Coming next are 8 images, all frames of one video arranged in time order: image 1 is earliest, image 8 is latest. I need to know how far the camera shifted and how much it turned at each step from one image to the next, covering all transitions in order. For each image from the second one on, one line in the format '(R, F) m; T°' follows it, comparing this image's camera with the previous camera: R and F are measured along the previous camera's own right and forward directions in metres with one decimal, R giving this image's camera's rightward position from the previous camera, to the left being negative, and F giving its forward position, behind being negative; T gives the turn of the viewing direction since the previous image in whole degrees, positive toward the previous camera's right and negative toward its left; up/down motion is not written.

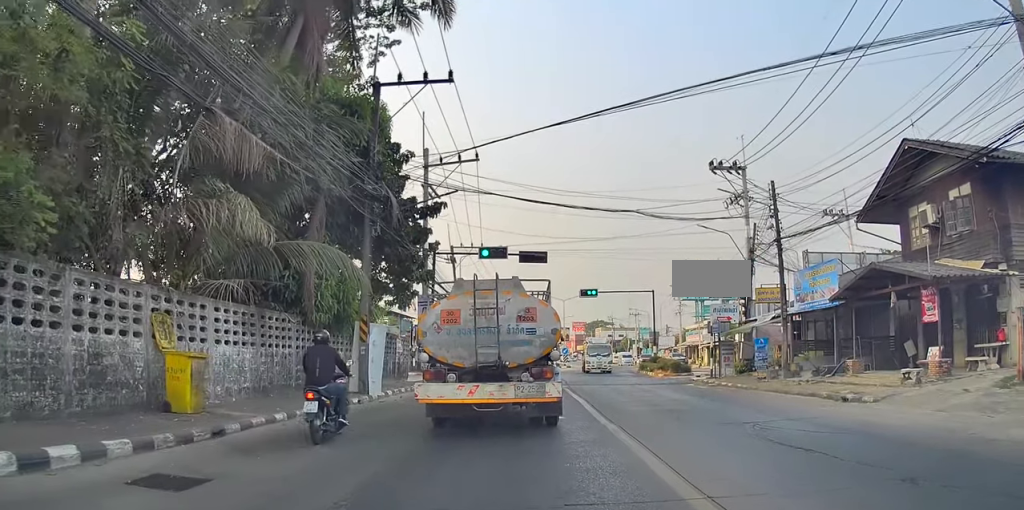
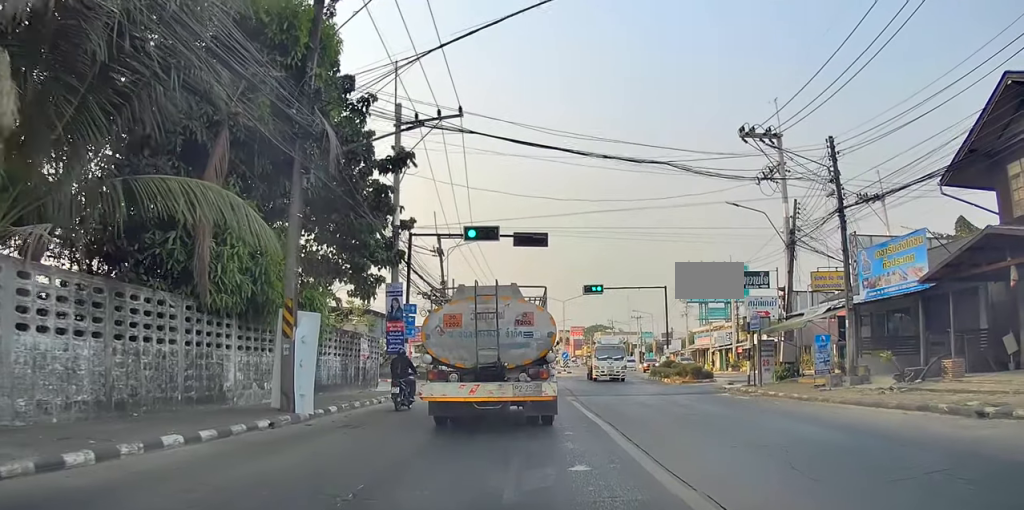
(+0.6, +3.7) m; 0°
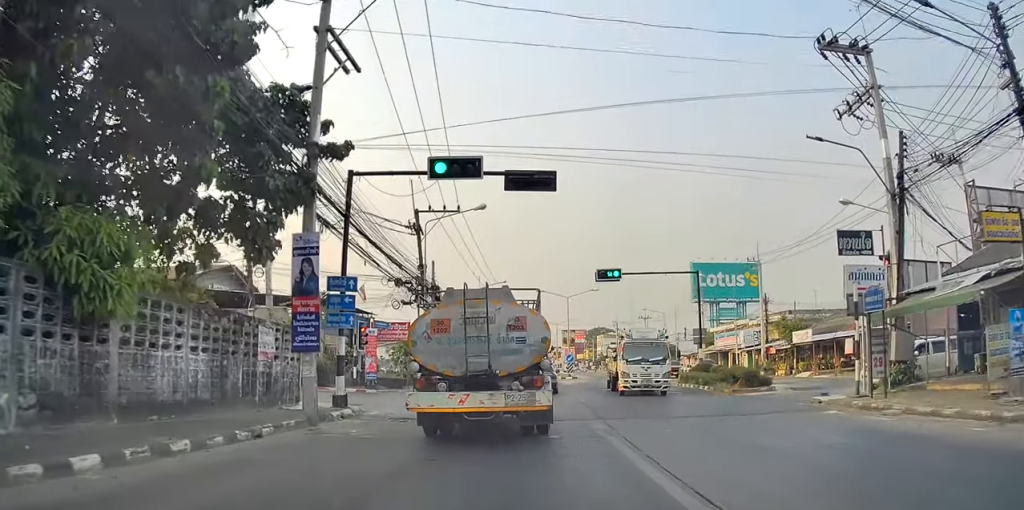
(0.0, +5.7) m; +6°
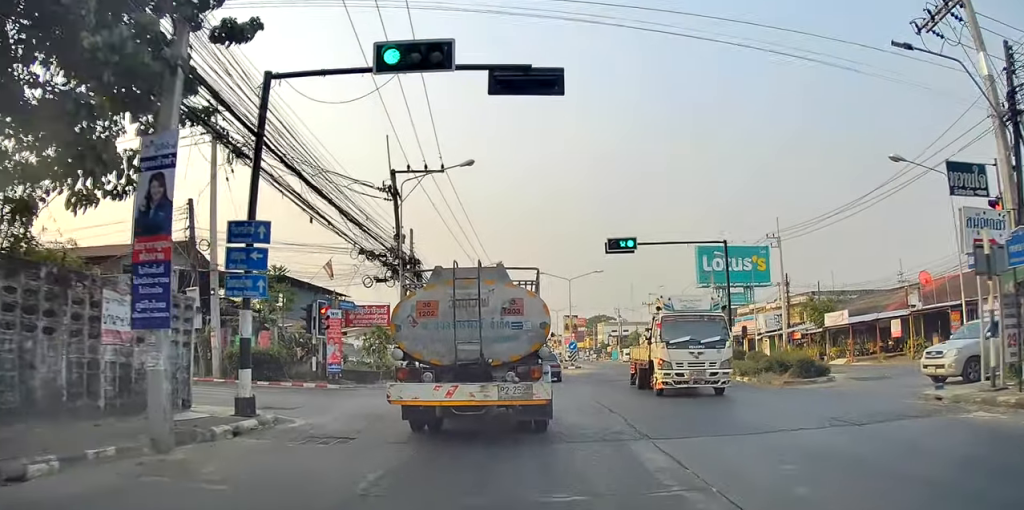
(0.0, +4.1) m; -4°
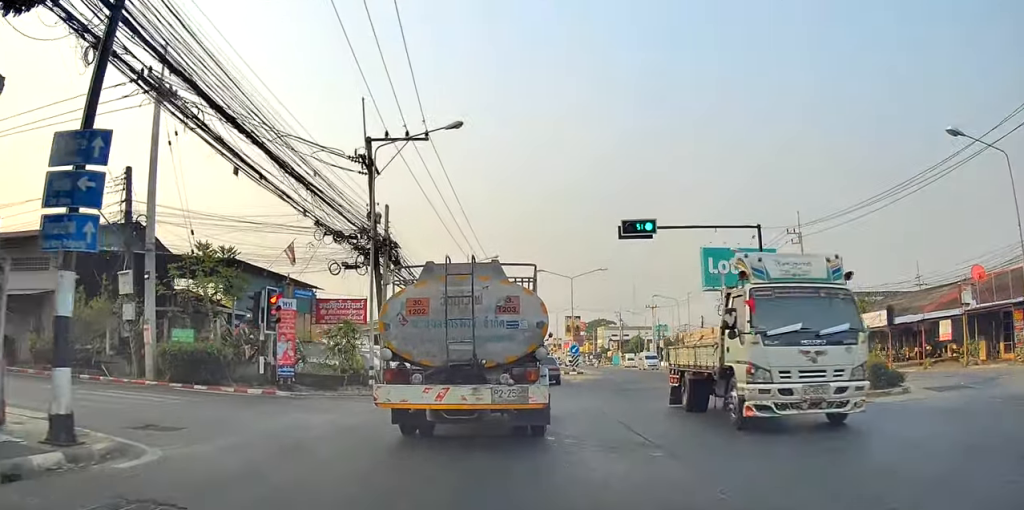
(-0.2, +4.0) m; -8°
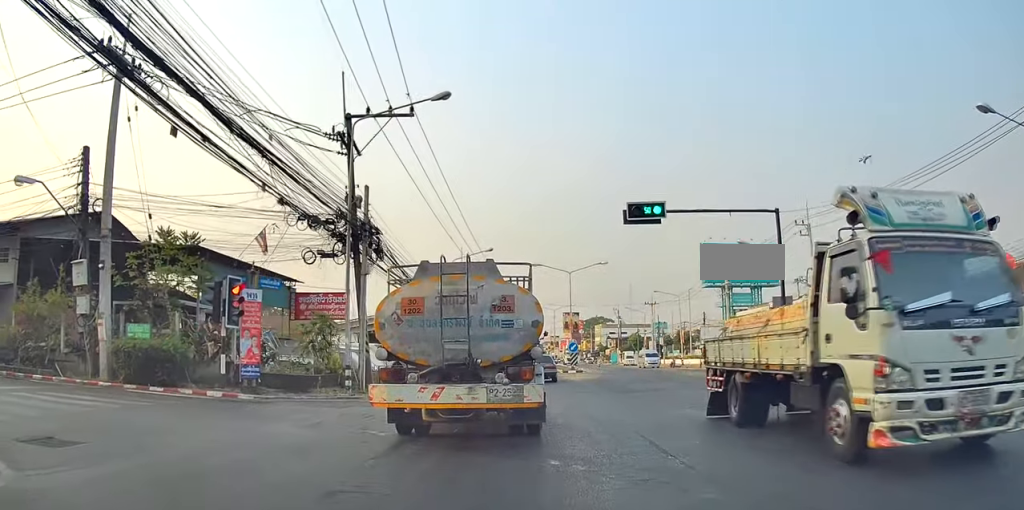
(-0.4, +2.2) m; +1°
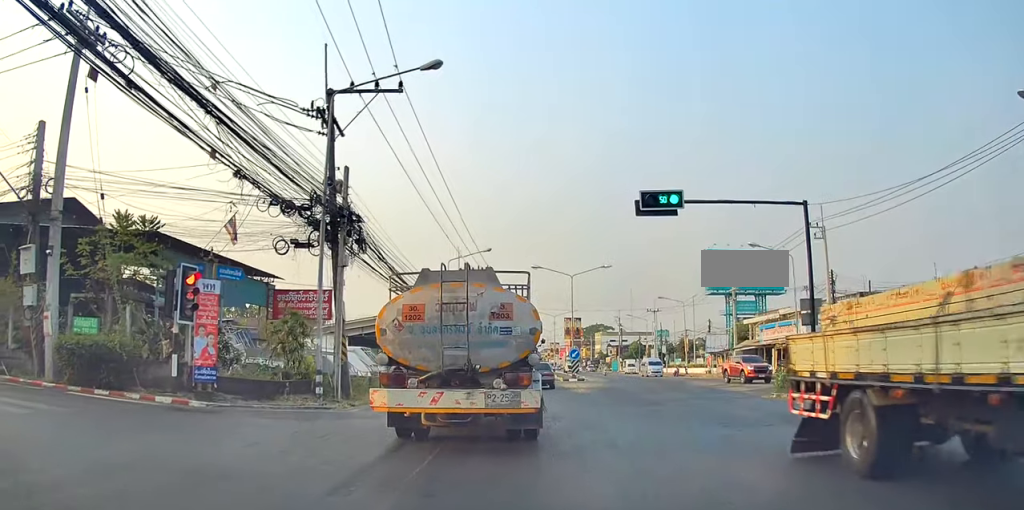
(-0.2, +2.5) m; +3°
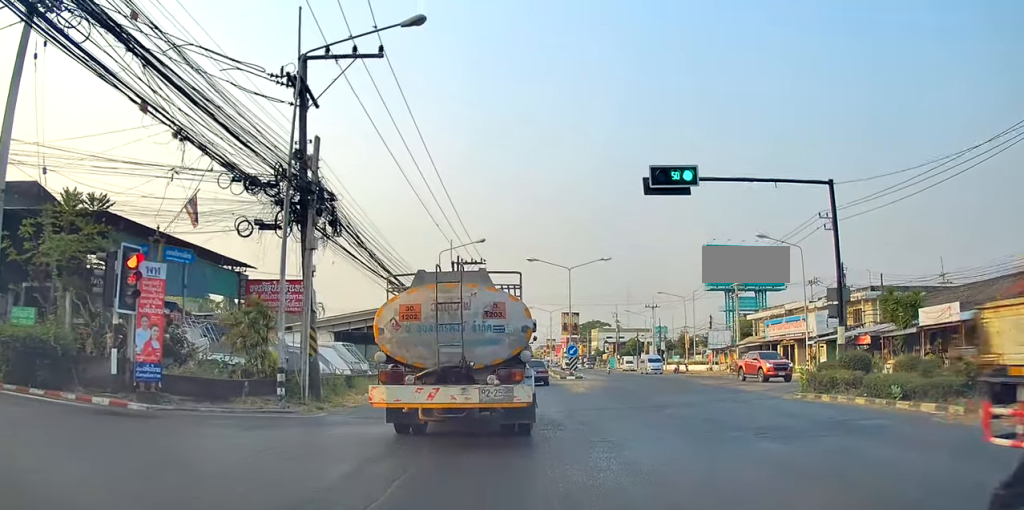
(+0.4, +2.5) m; +5°
